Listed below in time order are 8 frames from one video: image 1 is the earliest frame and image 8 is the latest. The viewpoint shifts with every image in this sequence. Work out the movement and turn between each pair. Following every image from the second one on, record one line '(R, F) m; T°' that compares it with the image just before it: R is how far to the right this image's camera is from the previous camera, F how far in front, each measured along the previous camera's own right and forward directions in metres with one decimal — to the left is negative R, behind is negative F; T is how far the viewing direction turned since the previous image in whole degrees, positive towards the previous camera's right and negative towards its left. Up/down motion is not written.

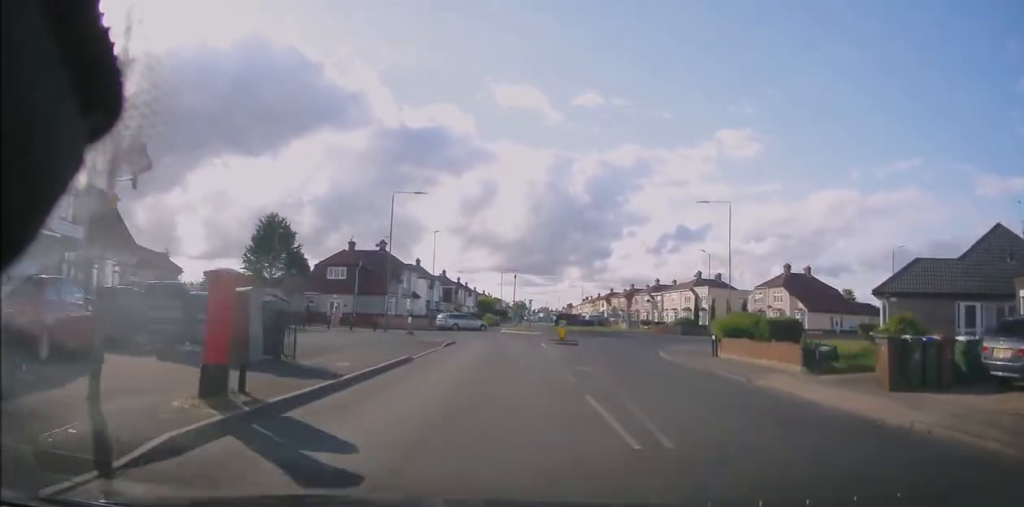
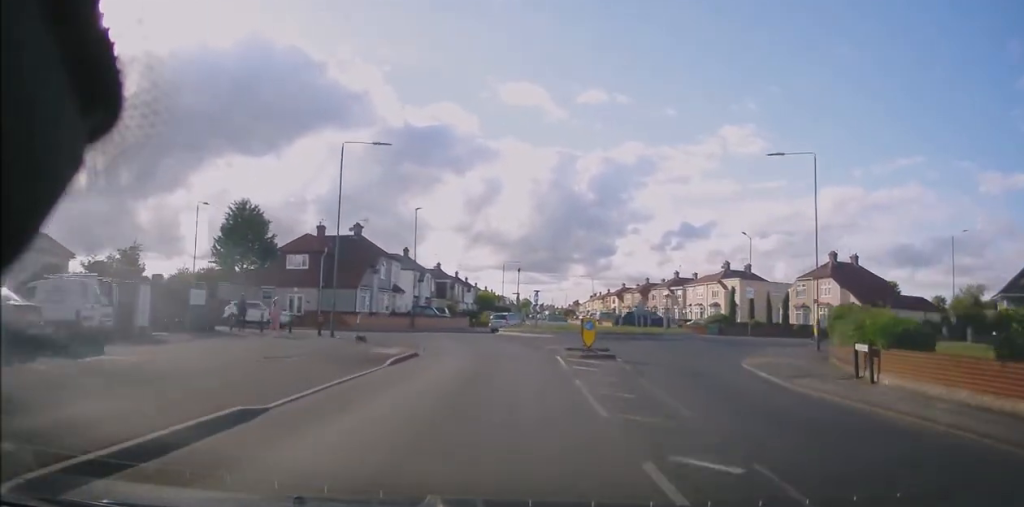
(-0.2, +10.3) m; -2°
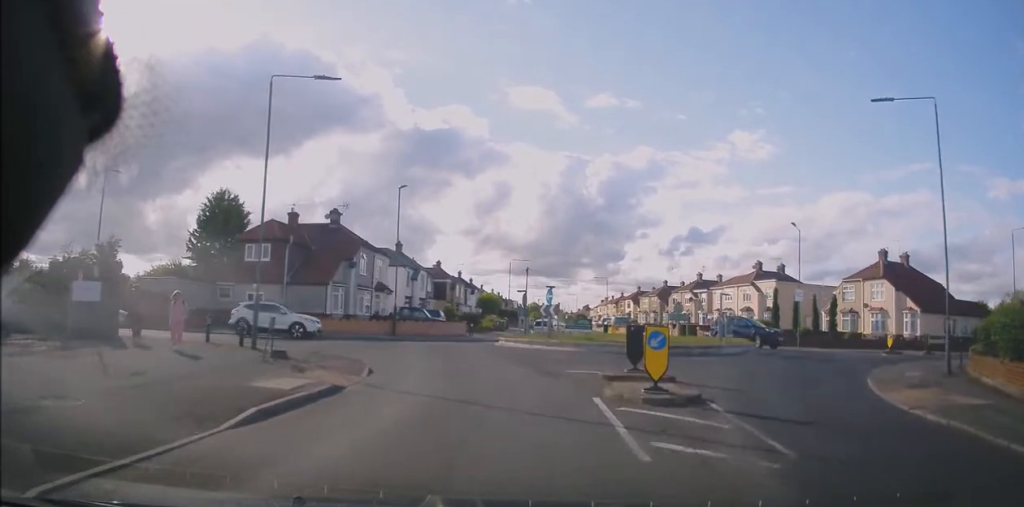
(-0.3, +8.1) m; -2°
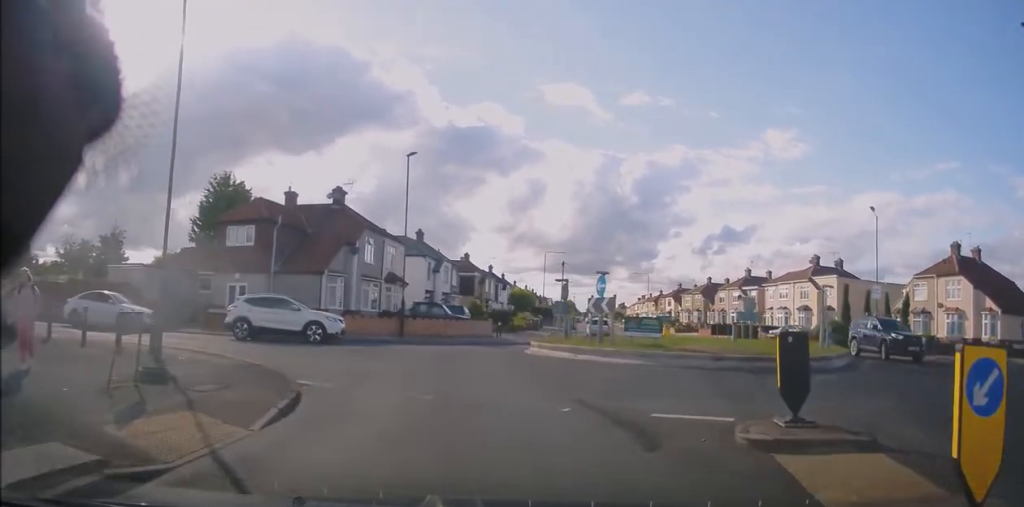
(0.0, +6.4) m; -2°
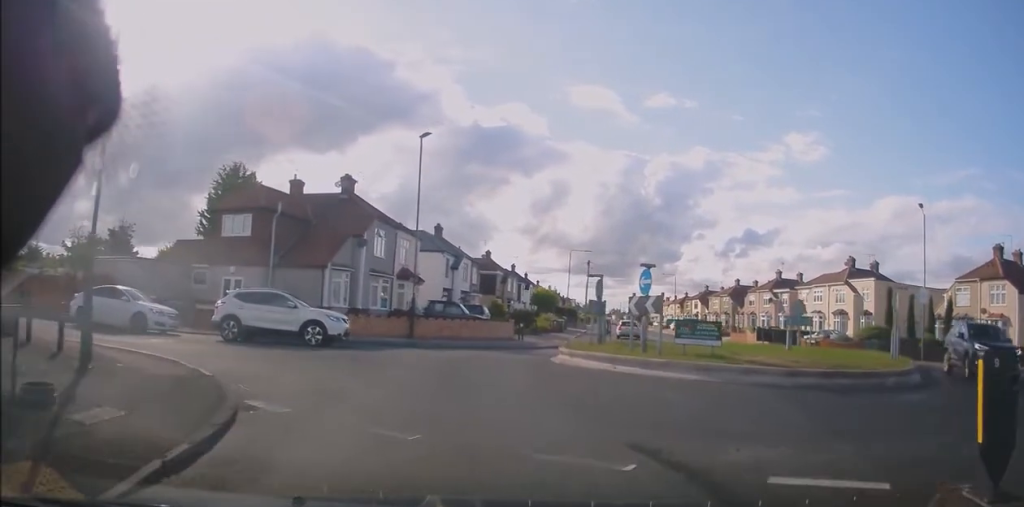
(-0.1, +2.8) m; -2°
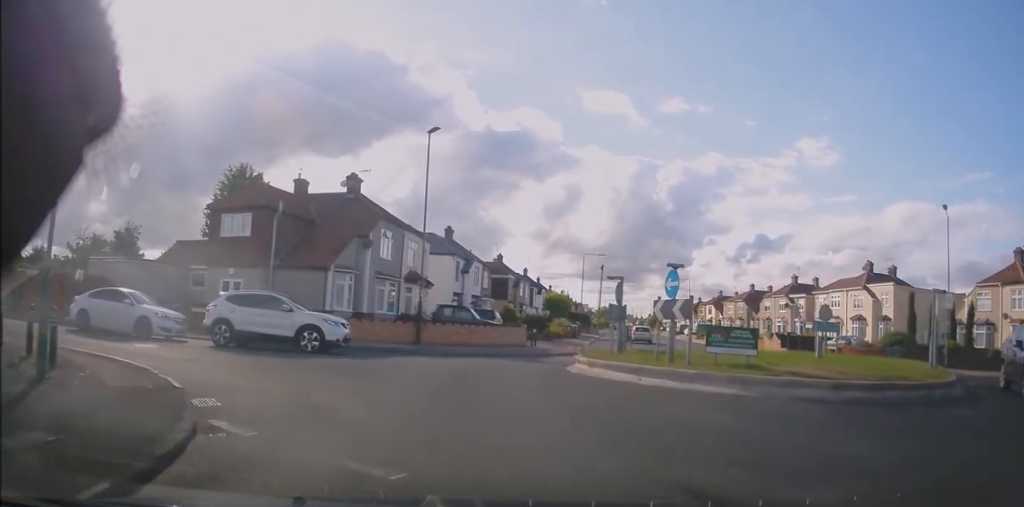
(-0.1, +1.8) m; -2°
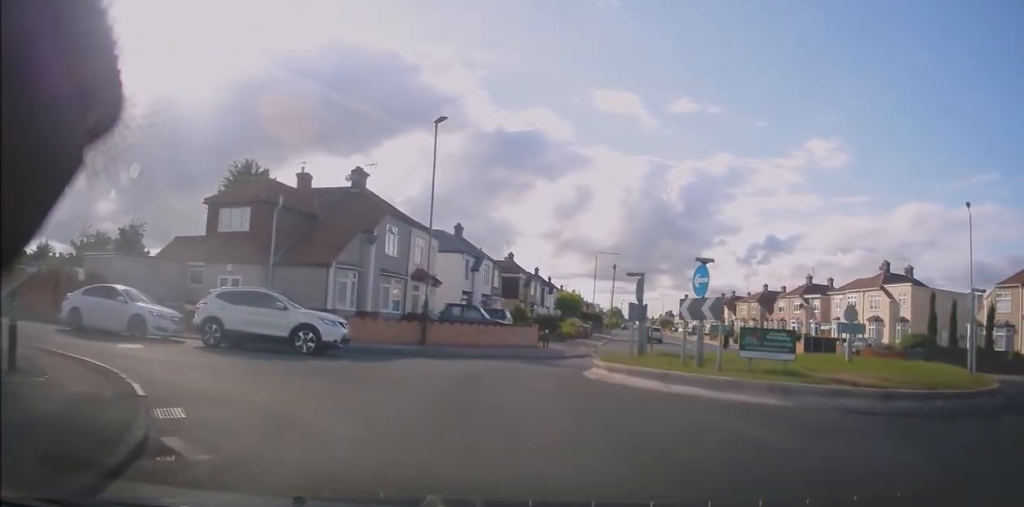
(0.0, +1.3) m; -4°
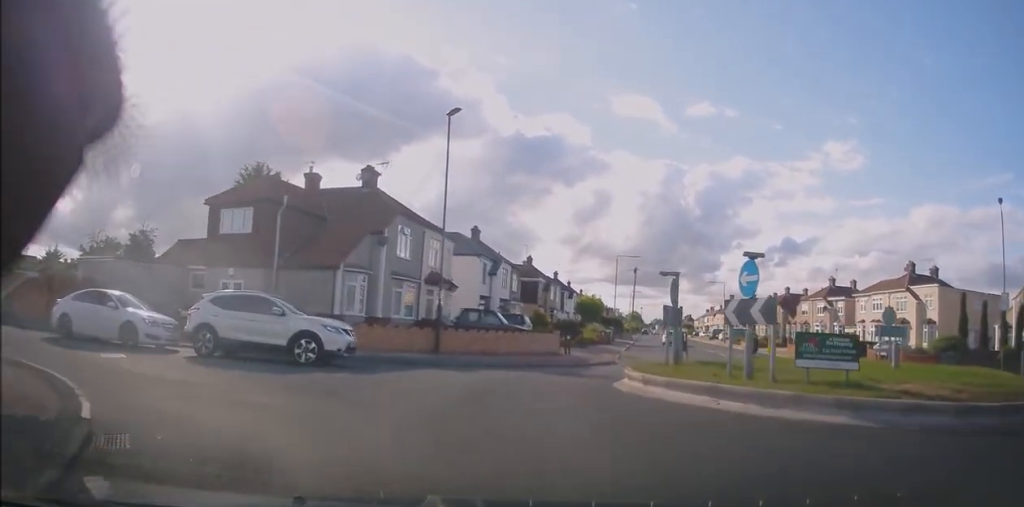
(+0.1, +1.6) m; -4°
